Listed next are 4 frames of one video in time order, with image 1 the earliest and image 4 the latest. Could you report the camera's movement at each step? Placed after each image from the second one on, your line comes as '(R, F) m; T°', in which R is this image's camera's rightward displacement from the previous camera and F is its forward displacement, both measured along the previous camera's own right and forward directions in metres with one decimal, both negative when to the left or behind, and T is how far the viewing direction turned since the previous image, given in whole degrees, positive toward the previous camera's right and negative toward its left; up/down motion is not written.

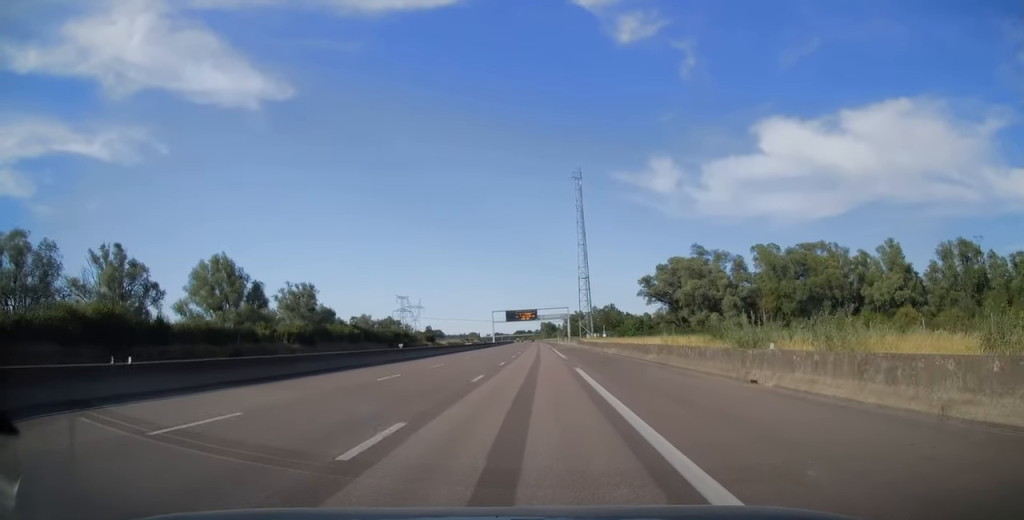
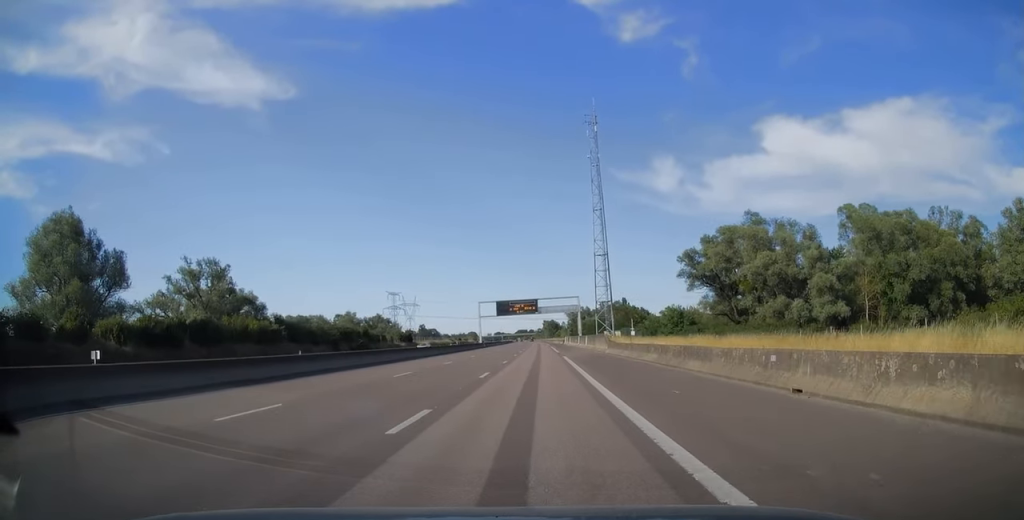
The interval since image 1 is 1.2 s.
(-0.3, +36.5) m; 0°
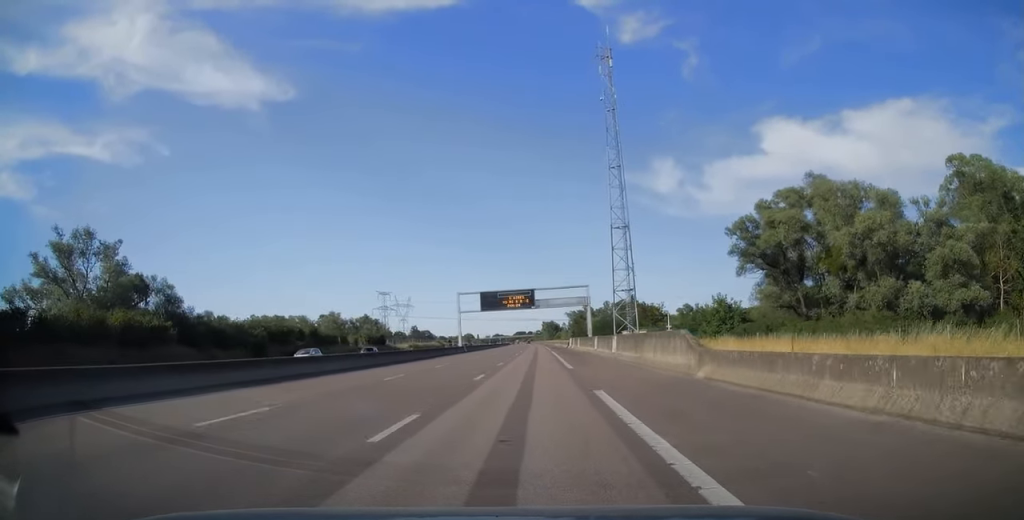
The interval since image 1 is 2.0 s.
(+0.1, +26.2) m; 0°
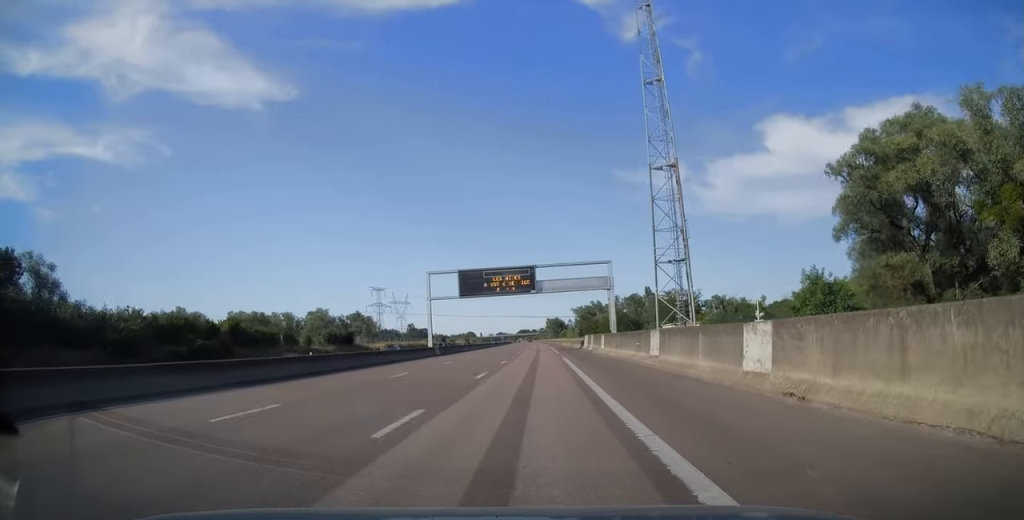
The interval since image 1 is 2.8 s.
(0.0, +25.2) m; 0°
